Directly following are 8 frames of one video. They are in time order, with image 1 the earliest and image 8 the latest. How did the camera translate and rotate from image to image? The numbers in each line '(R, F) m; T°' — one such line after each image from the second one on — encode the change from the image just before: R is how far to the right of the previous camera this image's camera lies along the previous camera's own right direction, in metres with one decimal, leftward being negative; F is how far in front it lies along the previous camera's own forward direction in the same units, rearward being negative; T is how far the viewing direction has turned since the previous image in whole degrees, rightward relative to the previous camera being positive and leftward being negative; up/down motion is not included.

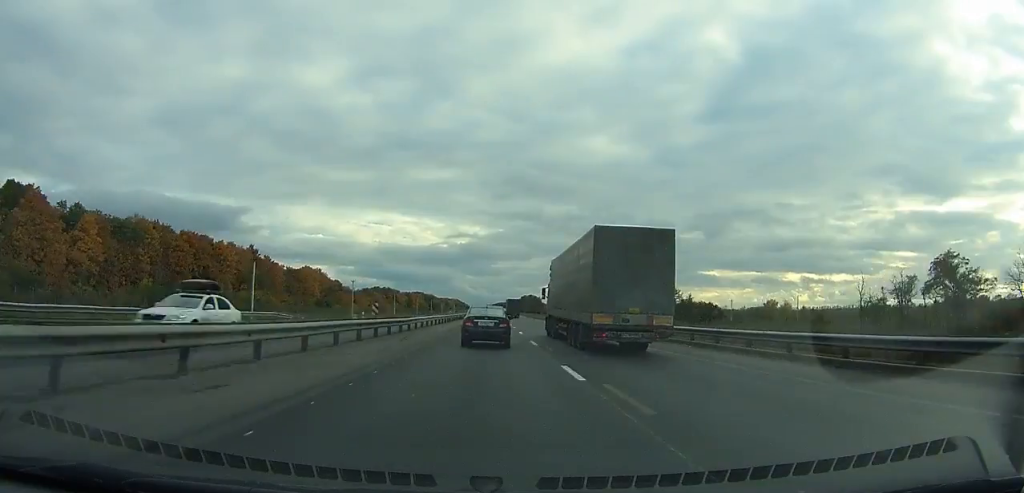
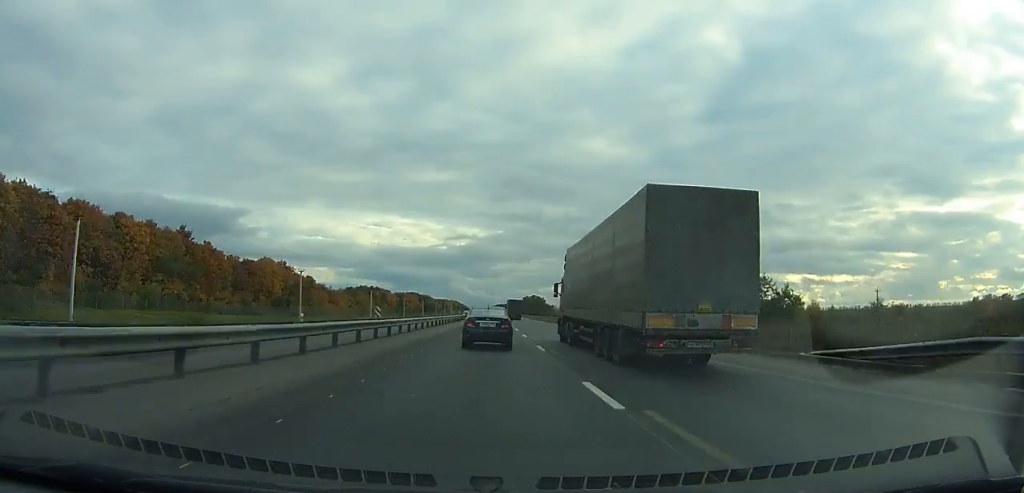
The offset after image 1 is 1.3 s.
(0.0, +38.8) m; 0°
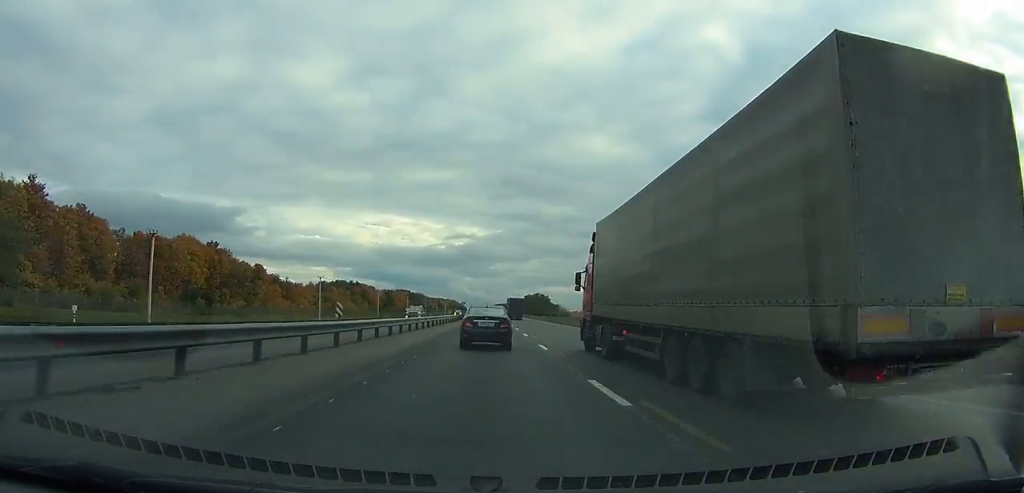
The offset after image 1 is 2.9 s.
(0.0, +47.6) m; 0°
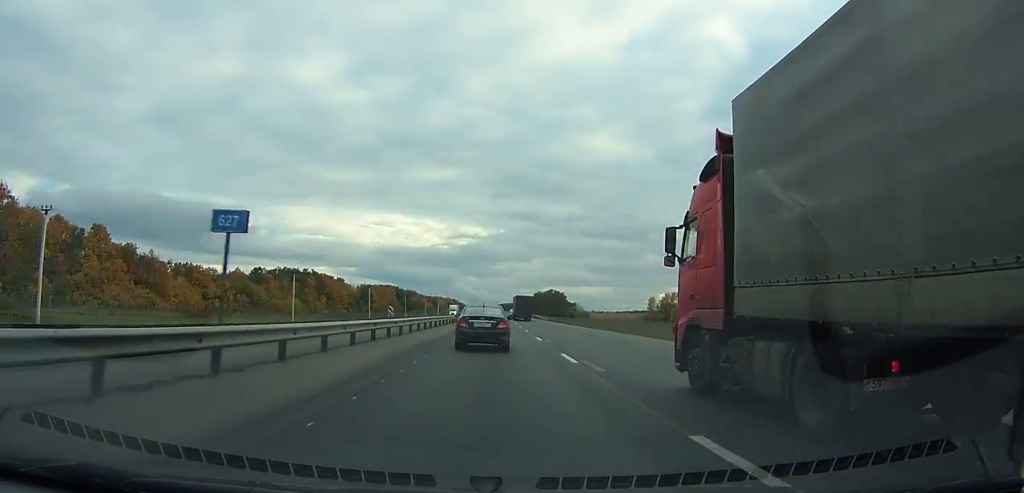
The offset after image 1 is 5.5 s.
(0.0, +77.1) m; 0°
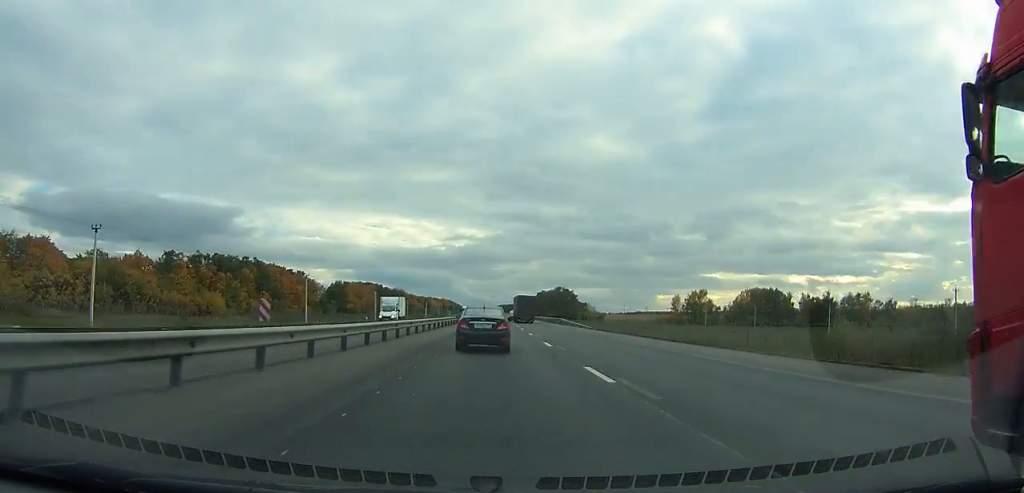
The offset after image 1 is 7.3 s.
(0.0, +53.0) m; 0°
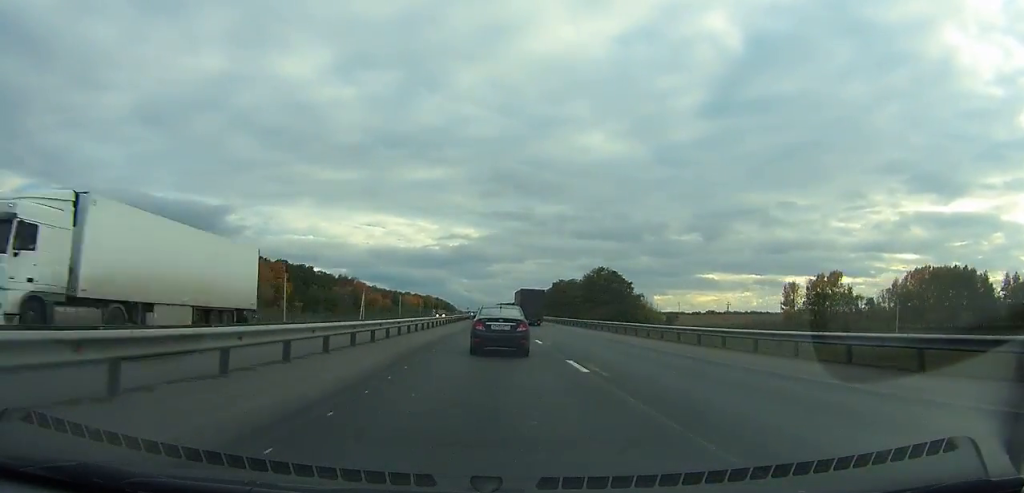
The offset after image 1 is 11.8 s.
(+0.4, +131.2) m; 0°
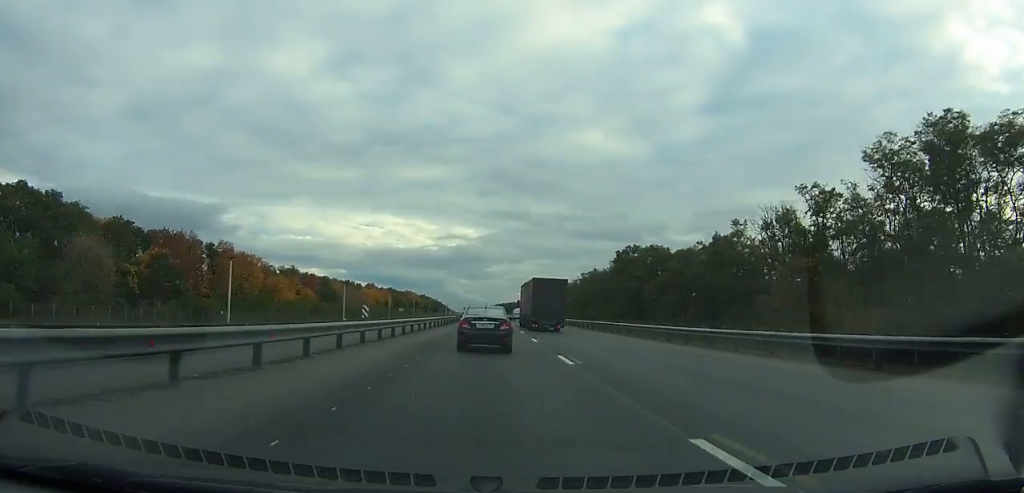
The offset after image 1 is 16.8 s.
(-0.1, +143.5) m; 0°
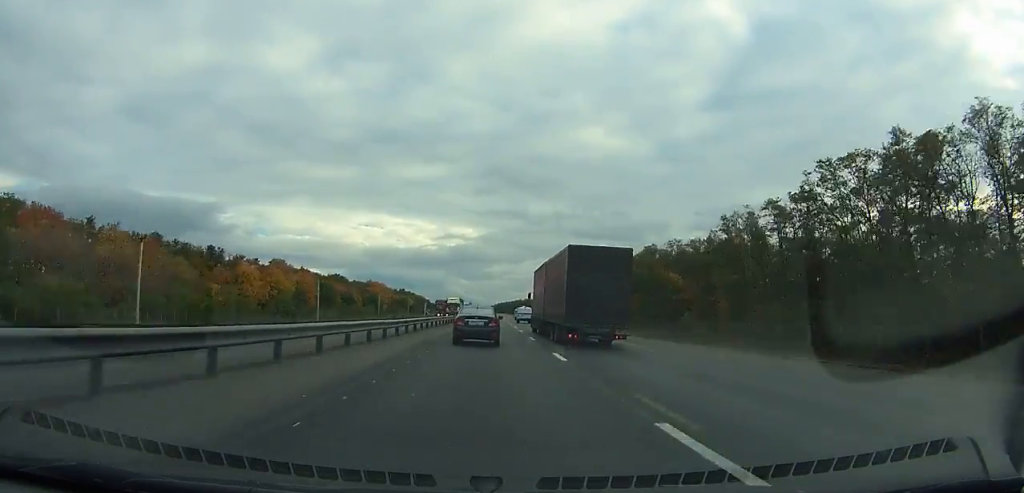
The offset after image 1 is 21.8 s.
(+0.1, +142.8) m; 0°
